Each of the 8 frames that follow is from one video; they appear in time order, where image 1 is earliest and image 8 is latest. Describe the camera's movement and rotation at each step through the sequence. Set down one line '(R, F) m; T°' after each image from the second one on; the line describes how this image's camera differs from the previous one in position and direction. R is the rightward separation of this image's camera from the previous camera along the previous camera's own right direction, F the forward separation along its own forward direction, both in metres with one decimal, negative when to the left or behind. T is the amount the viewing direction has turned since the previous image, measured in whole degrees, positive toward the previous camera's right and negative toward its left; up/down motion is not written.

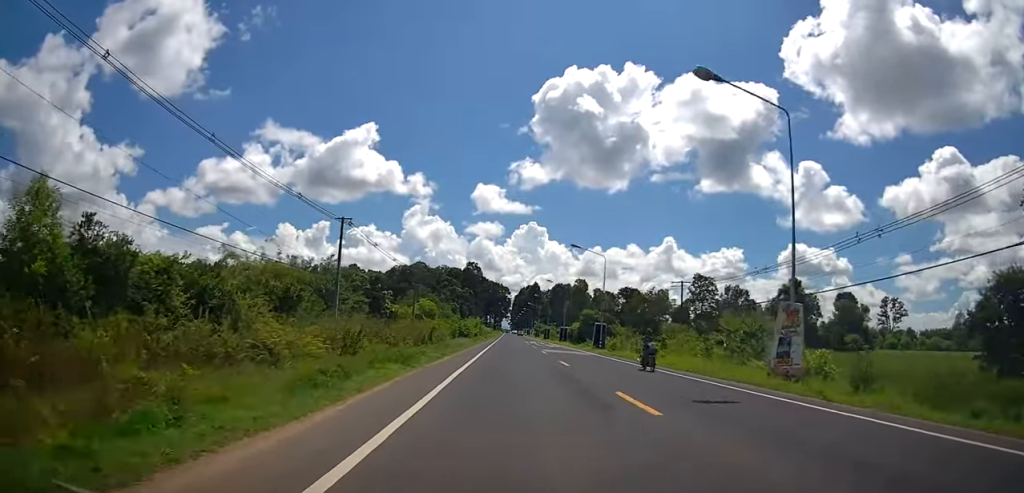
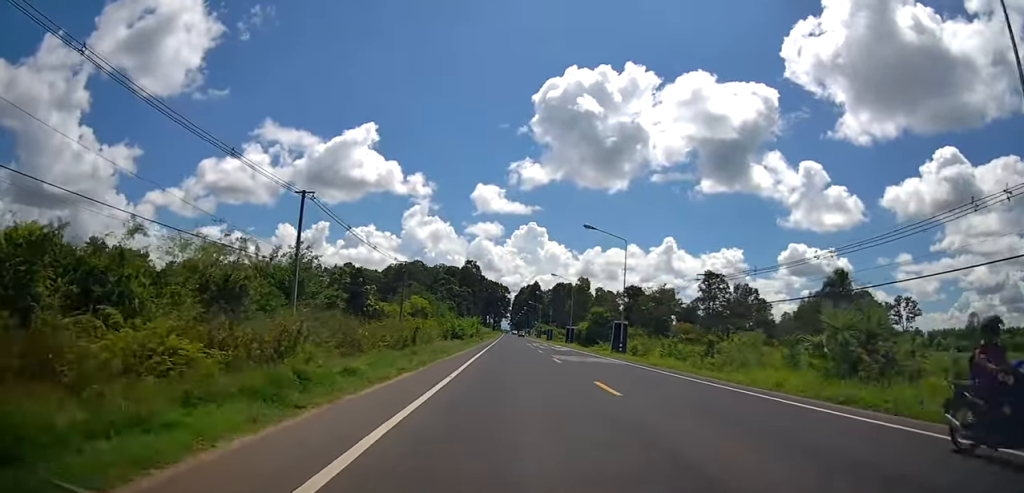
(0.0, +9.6) m; -1°
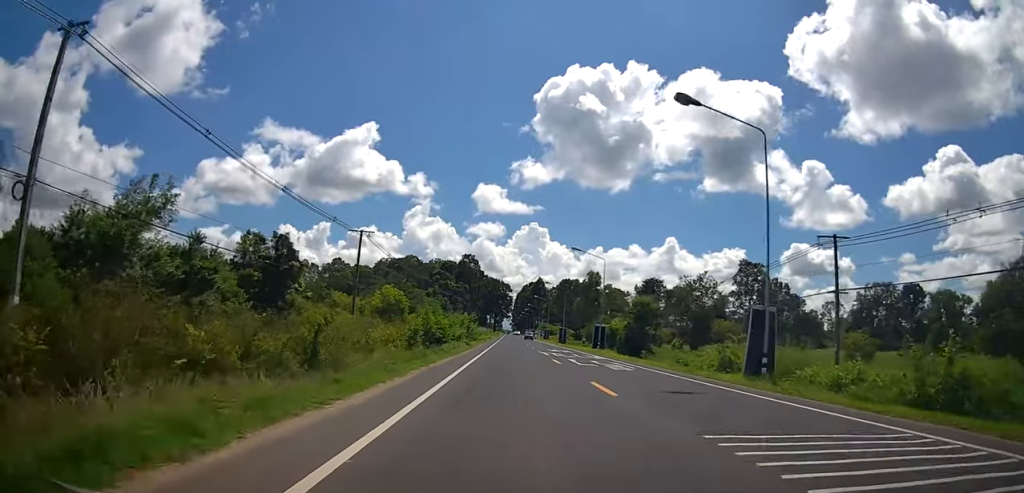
(-0.6, +24.2) m; -2°
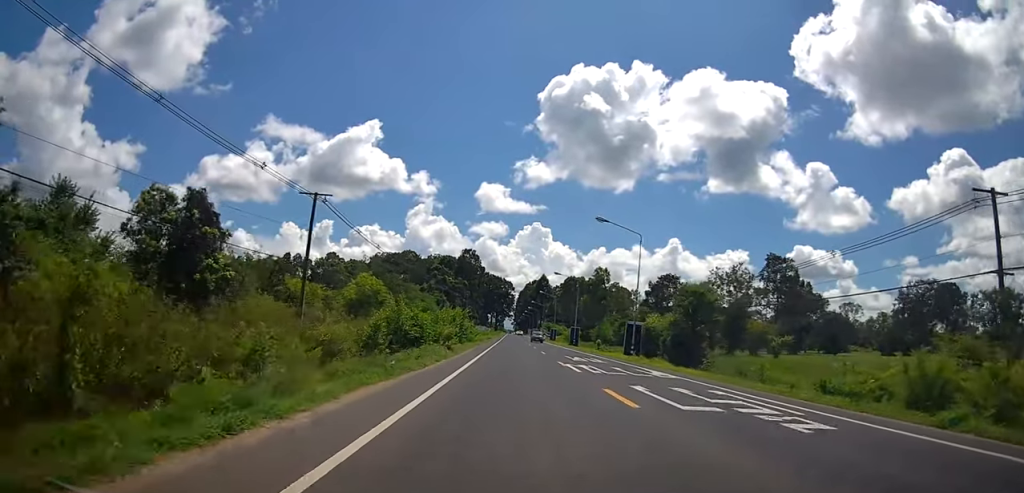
(-0.2, +13.9) m; +1°
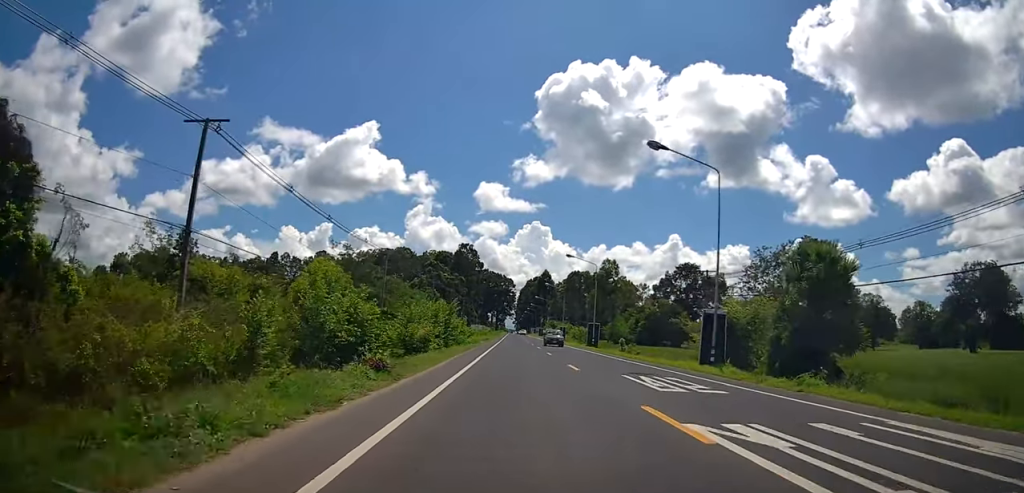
(+0.5, +15.9) m; +2°
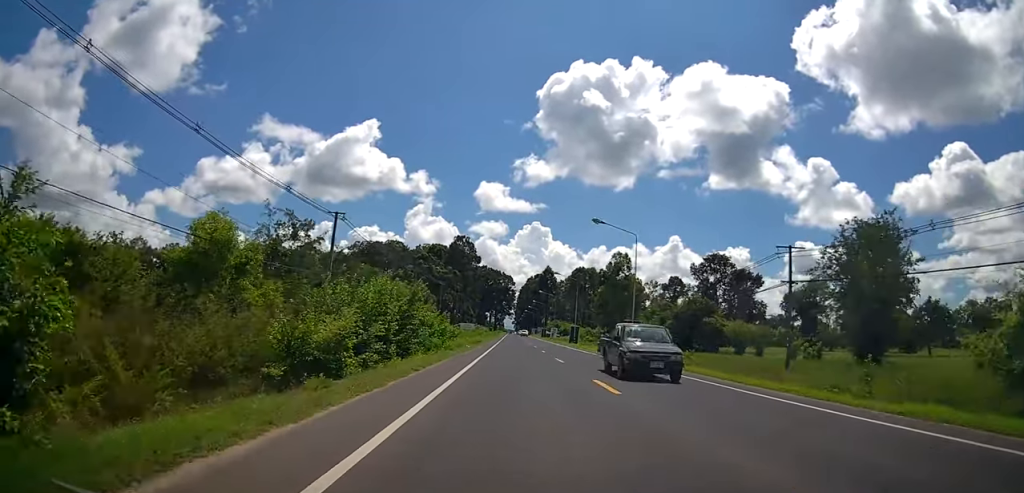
(0.0, +18.9) m; -2°
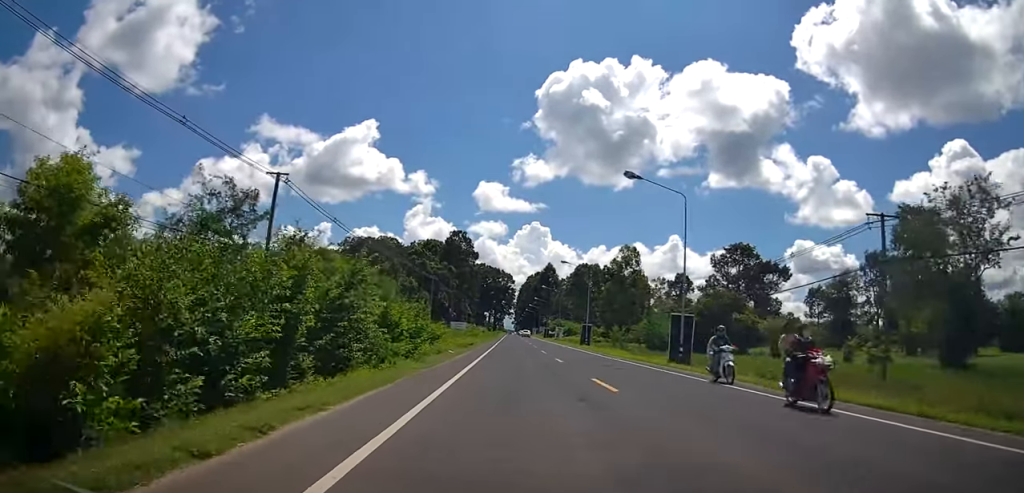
(-0.4, +11.8) m; 0°
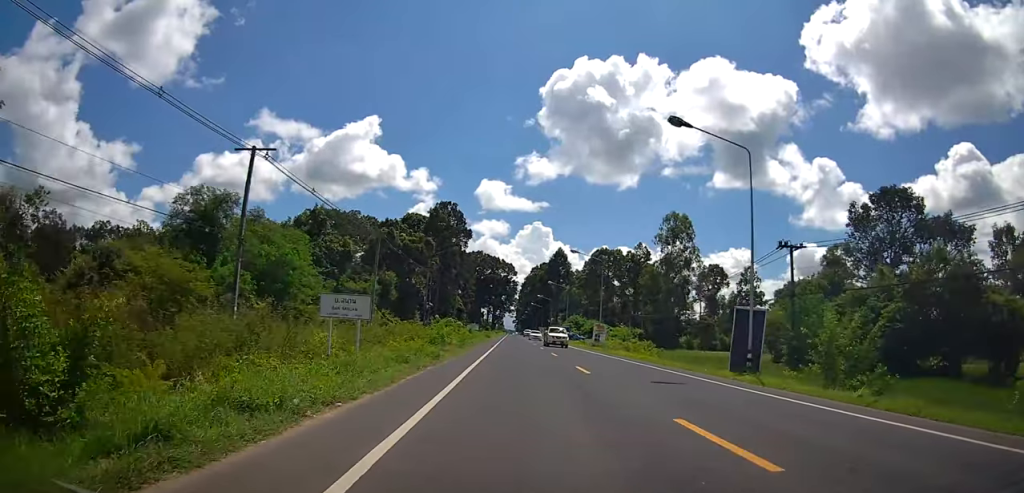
(+1.1, +43.2) m; +1°
